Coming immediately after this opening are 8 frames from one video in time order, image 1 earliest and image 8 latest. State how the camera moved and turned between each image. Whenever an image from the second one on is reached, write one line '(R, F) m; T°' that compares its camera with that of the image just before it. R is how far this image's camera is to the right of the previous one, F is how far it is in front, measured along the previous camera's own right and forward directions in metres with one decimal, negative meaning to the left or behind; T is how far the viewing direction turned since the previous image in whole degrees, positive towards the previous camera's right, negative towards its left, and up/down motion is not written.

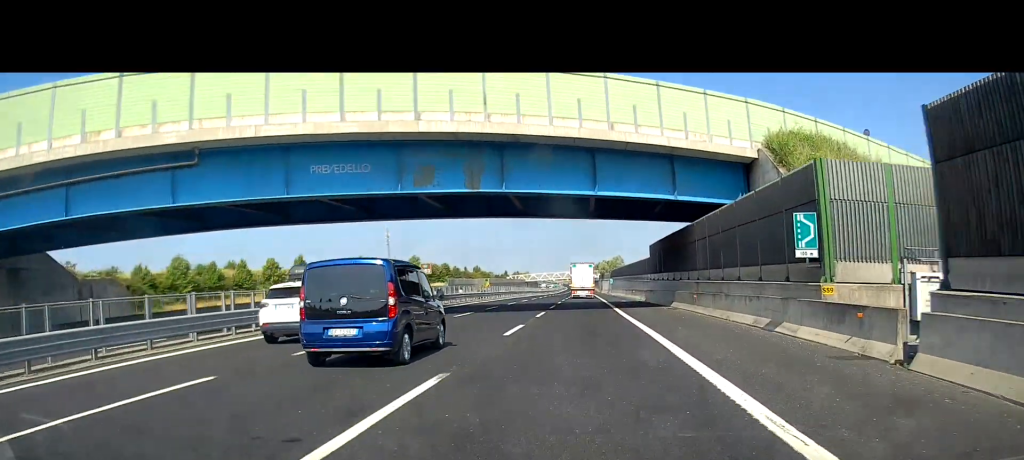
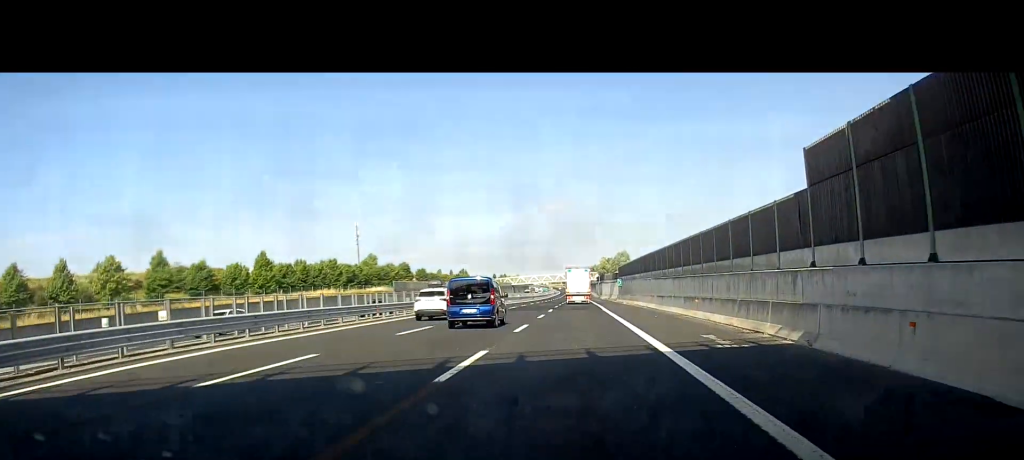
(+0.6, +41.4) m; +1°
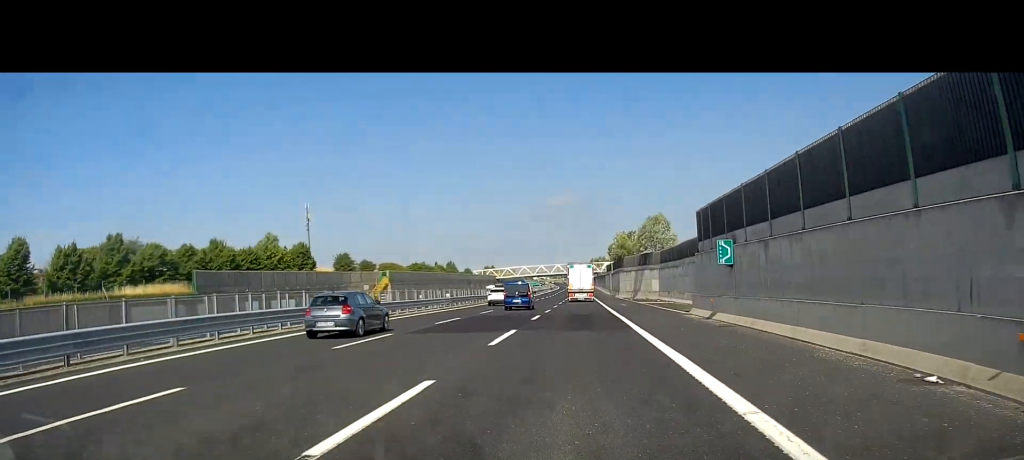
(0.0, +62.0) m; -1°
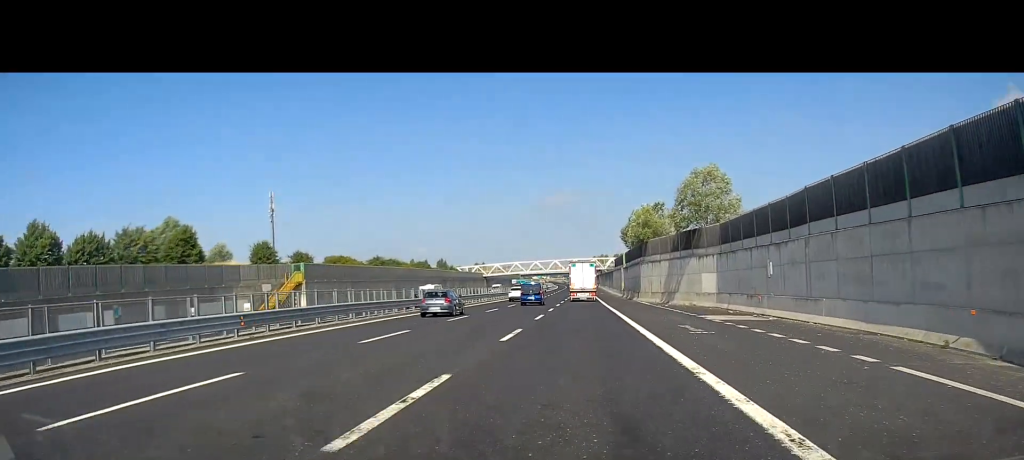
(-0.5, +32.3) m; -1°
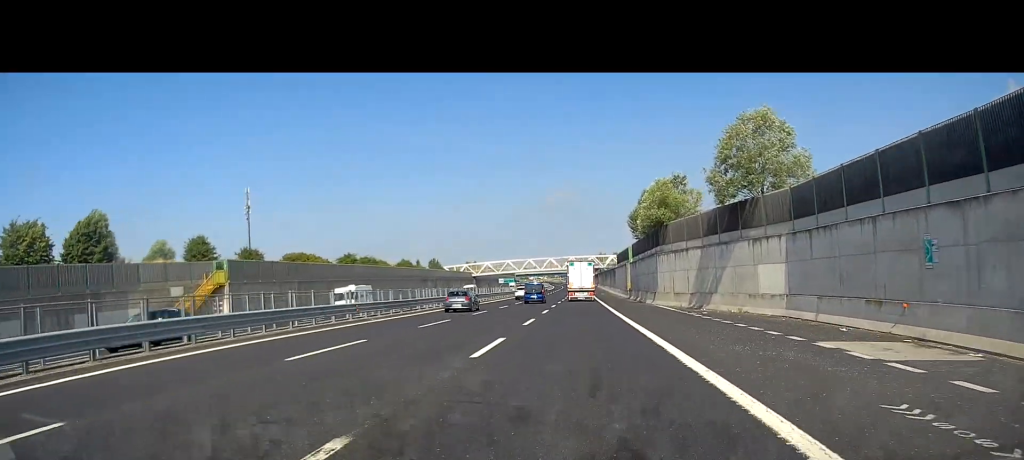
(-0.1, +15.7) m; +1°
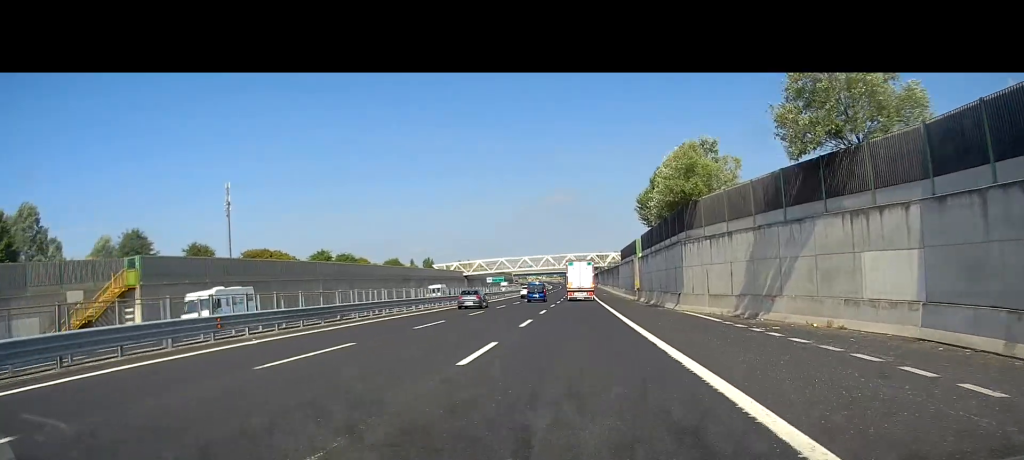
(+0.2, +12.4) m; 0°
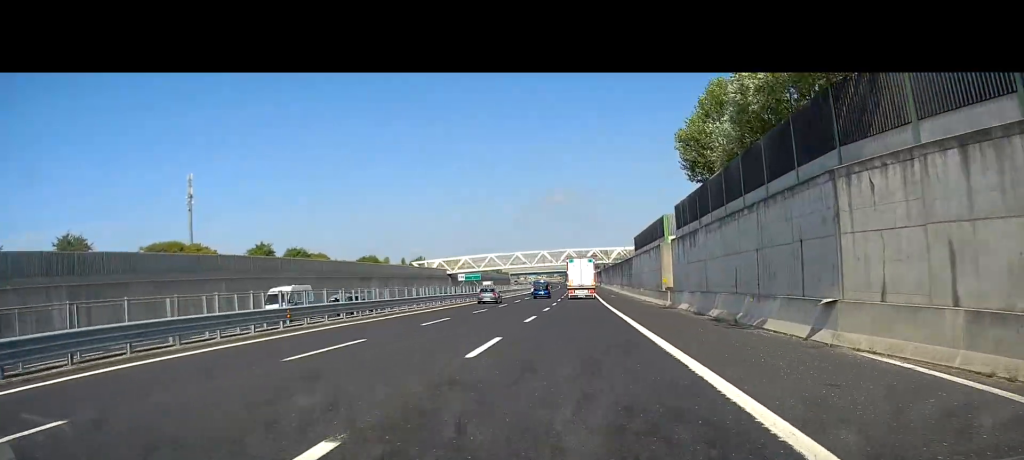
(+0.2, +22.1) m; 0°
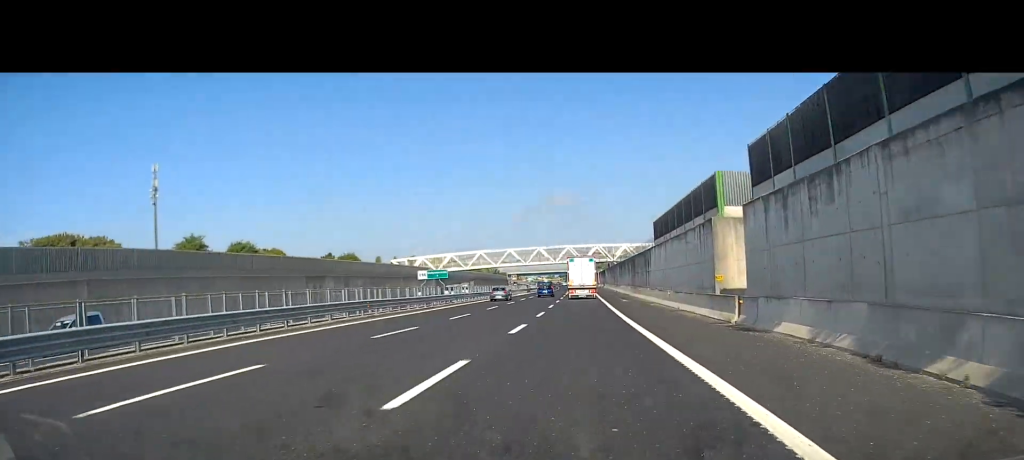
(+0.1, +17.7) m; -1°
